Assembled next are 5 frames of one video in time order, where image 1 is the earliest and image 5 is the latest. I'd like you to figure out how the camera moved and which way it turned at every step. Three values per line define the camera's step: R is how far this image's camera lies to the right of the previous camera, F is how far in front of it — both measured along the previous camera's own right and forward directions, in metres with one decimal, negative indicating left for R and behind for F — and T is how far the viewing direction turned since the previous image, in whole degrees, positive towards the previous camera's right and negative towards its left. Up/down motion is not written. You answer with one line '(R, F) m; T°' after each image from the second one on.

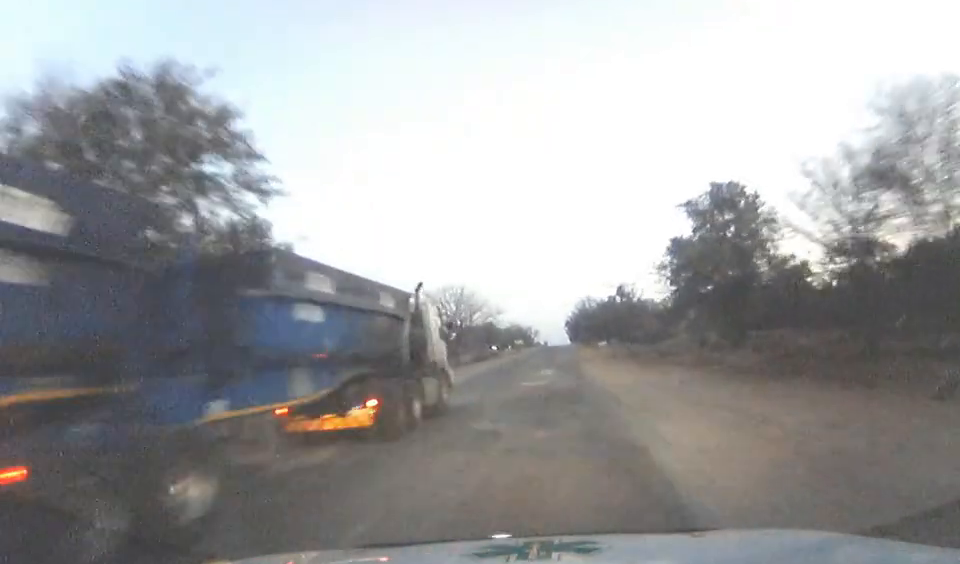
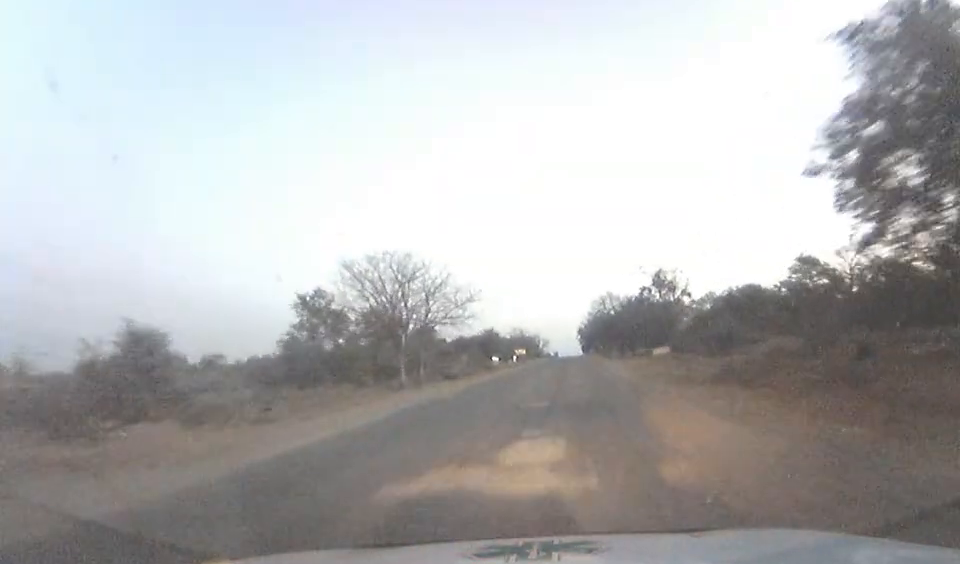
(0.0, +30.3) m; -1°
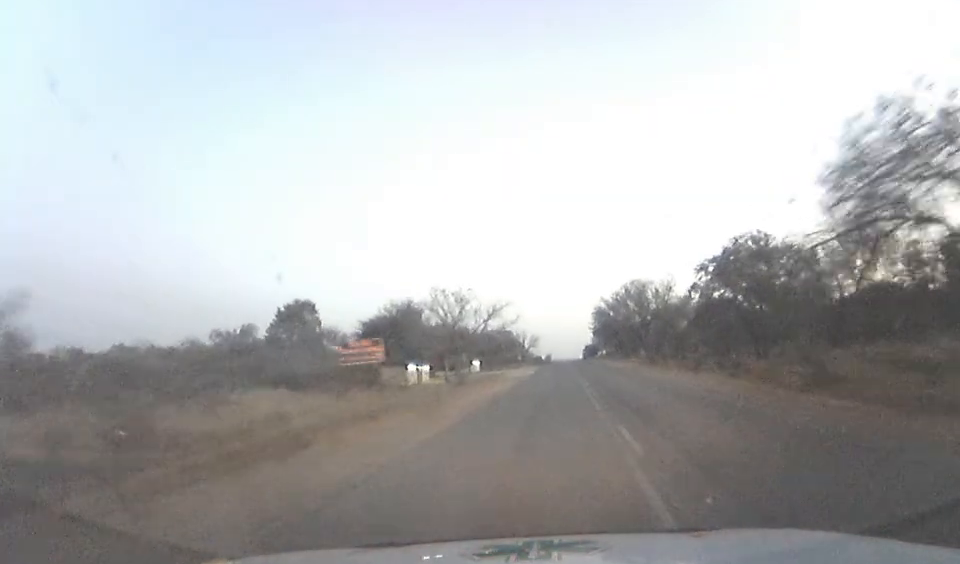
(-1.4, +94.7) m; -1°
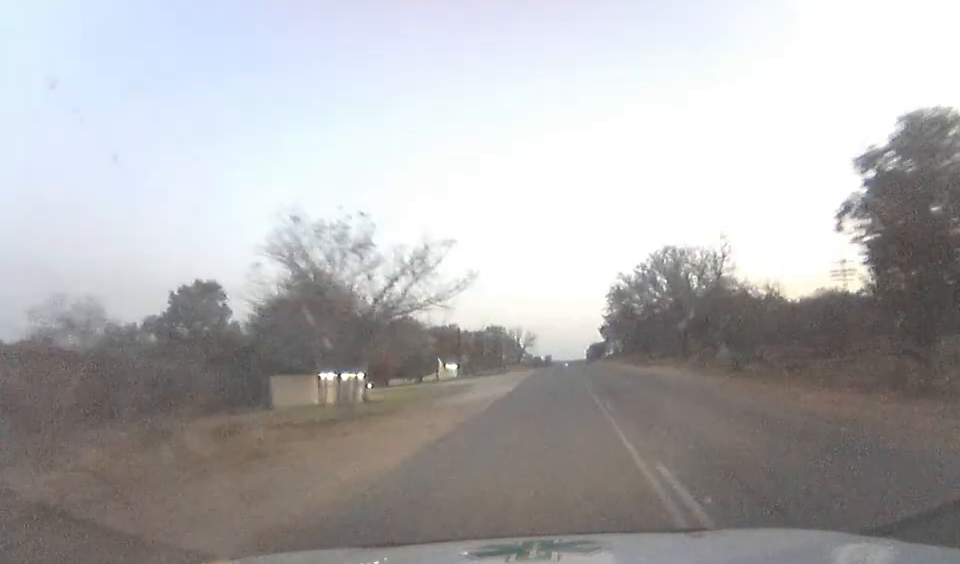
(+0.1, +29.8) m; +1°
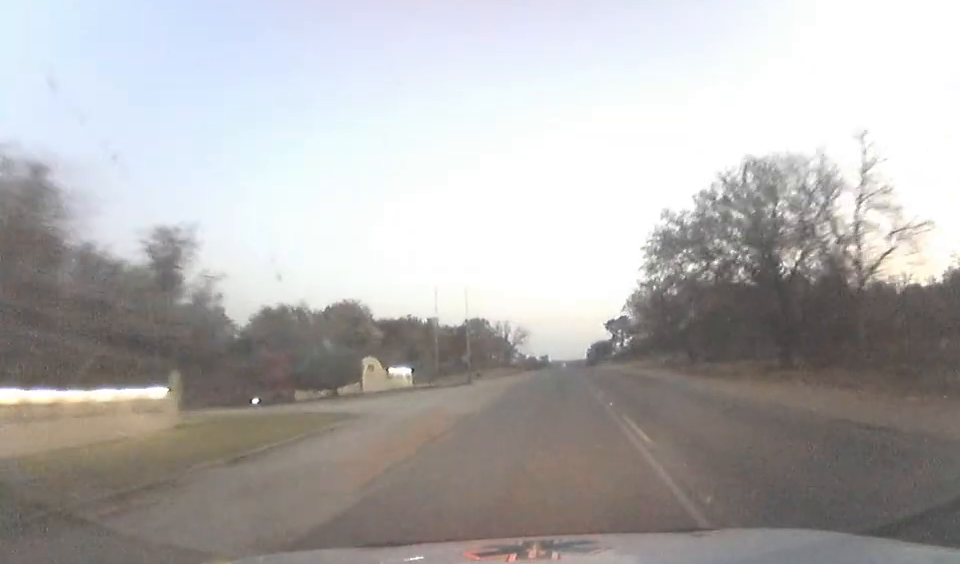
(+0.3, +30.2) m; +1°
